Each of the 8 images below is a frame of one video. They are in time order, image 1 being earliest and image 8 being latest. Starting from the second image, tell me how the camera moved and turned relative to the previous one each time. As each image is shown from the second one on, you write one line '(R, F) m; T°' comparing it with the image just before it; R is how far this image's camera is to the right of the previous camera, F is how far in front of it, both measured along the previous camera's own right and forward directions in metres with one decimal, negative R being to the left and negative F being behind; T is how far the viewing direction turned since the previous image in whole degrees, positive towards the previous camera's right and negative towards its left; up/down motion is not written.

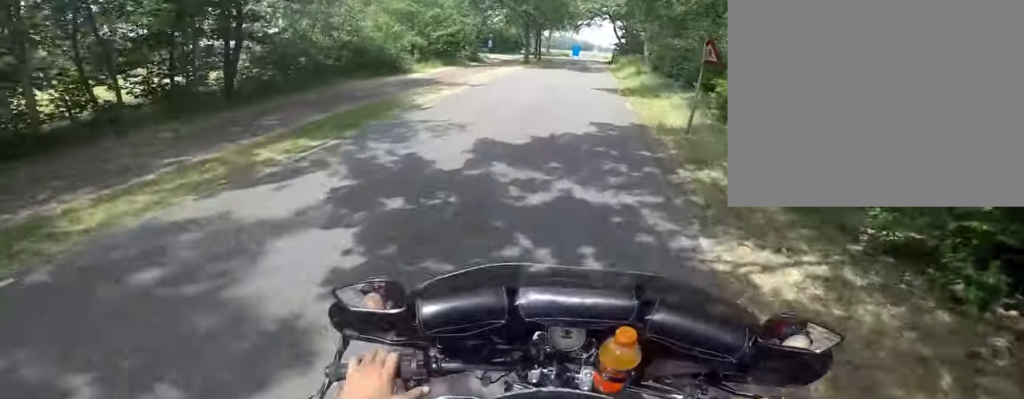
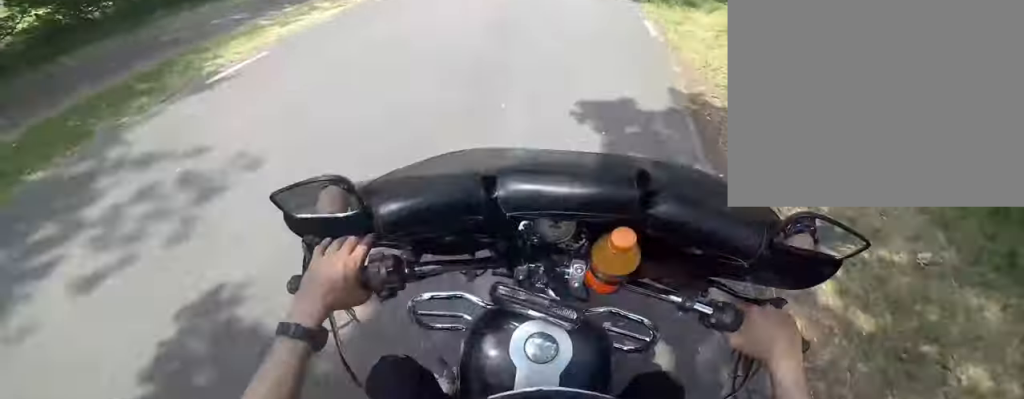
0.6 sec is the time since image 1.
(+0.1, +5.7) m; 0°
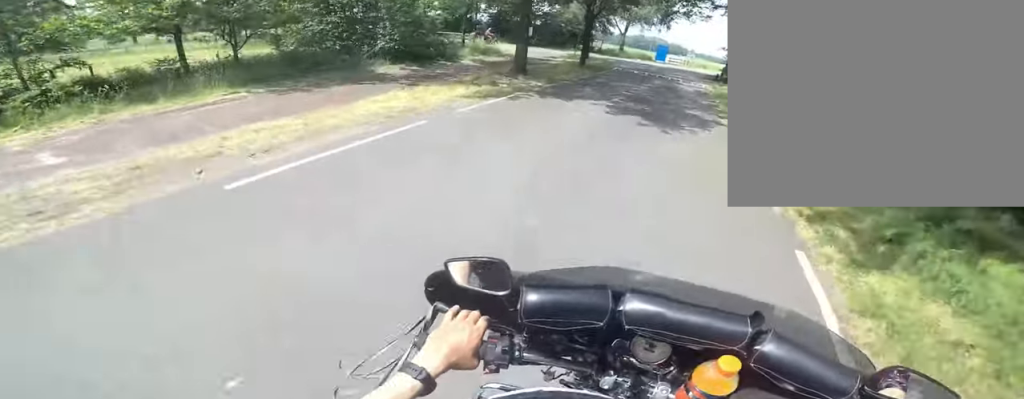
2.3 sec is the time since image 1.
(+1.6, +15.4) m; +5°
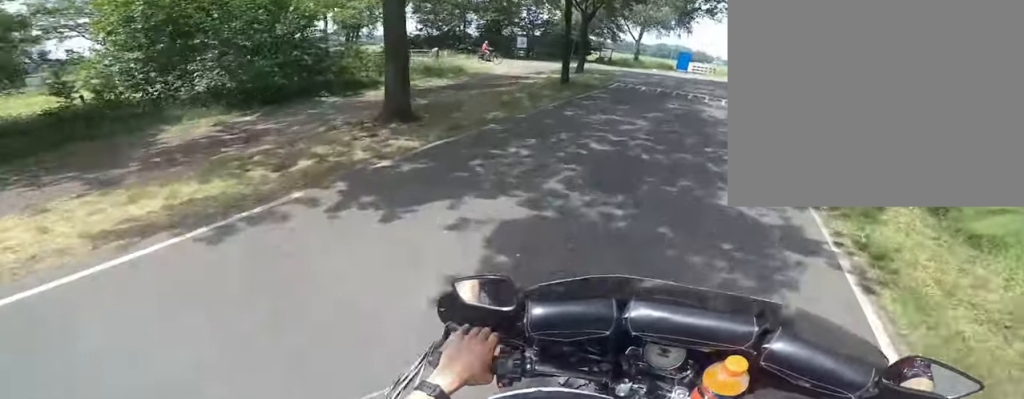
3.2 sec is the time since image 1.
(-0.6, +6.6) m; -5°
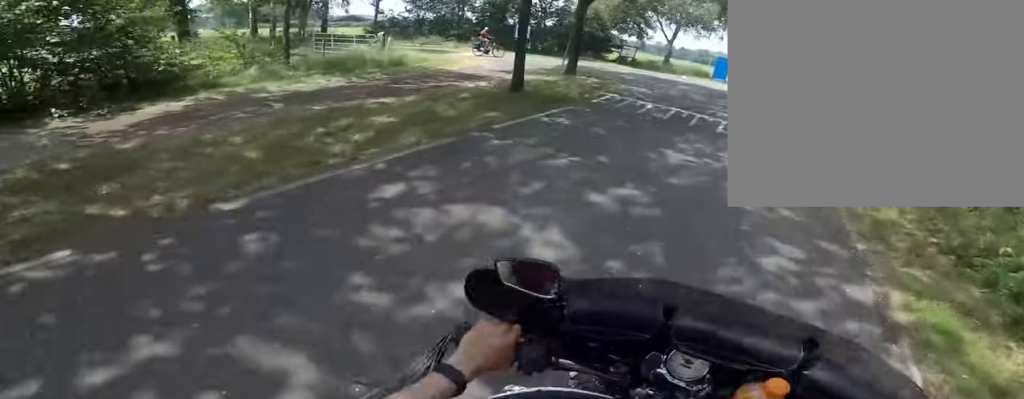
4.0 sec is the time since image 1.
(-0.4, +6.0) m; -1°
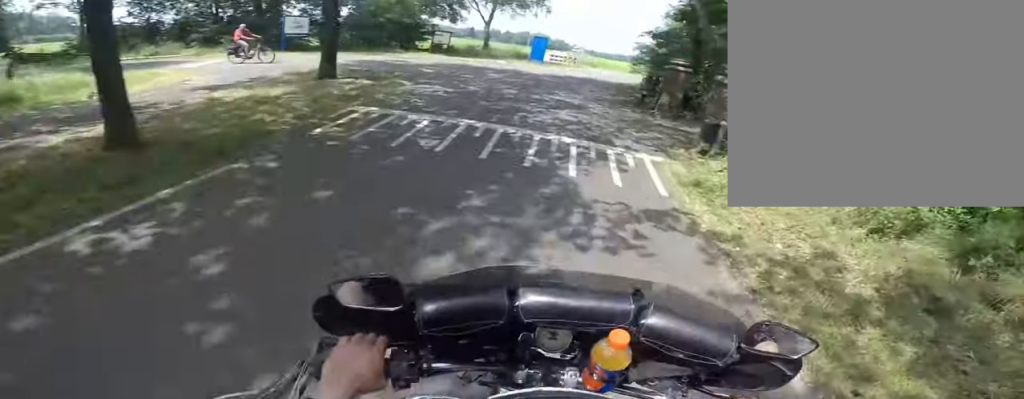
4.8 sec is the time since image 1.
(+0.6, +4.7) m; +1°
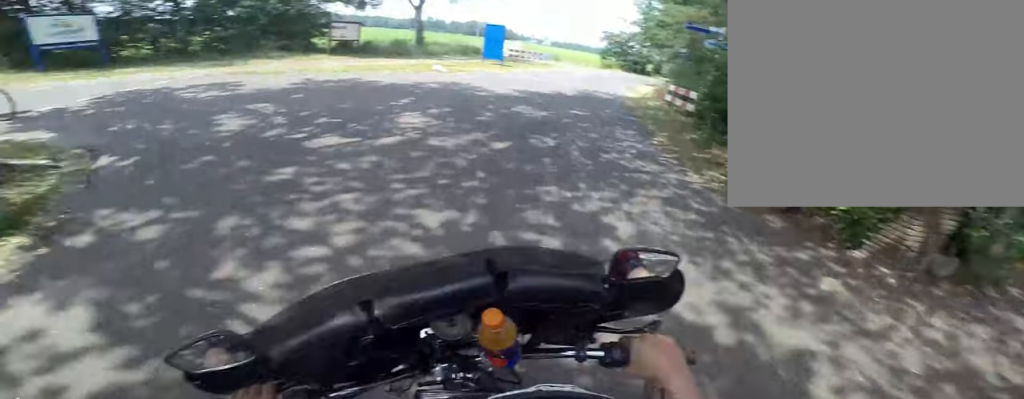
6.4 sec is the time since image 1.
(-1.2, +8.0) m; -23°
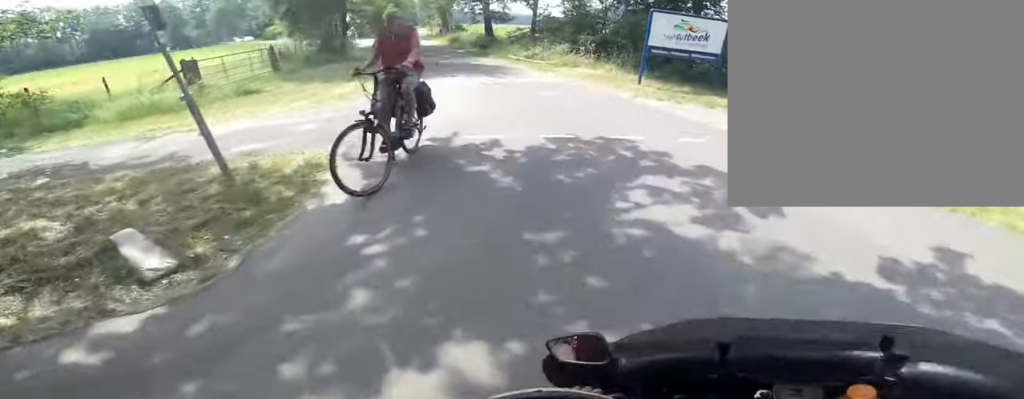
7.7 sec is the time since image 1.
(-1.6, +4.8) m; -45°
